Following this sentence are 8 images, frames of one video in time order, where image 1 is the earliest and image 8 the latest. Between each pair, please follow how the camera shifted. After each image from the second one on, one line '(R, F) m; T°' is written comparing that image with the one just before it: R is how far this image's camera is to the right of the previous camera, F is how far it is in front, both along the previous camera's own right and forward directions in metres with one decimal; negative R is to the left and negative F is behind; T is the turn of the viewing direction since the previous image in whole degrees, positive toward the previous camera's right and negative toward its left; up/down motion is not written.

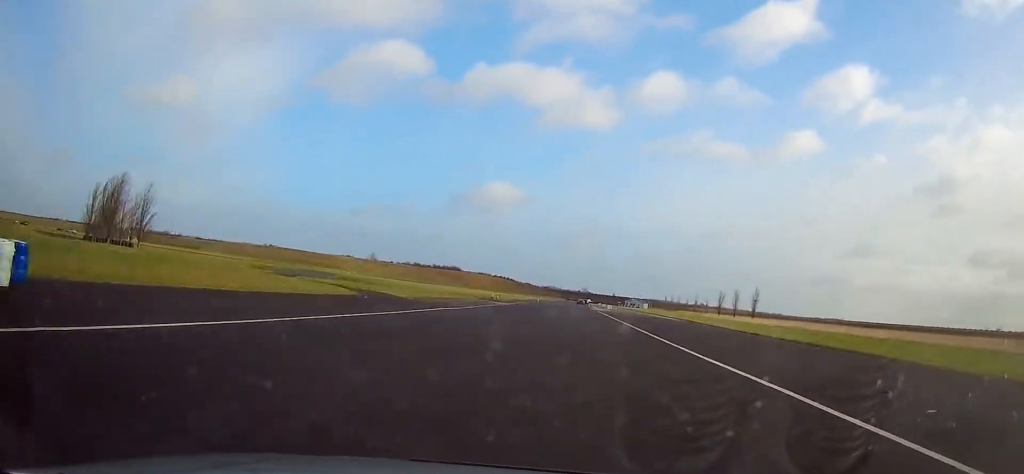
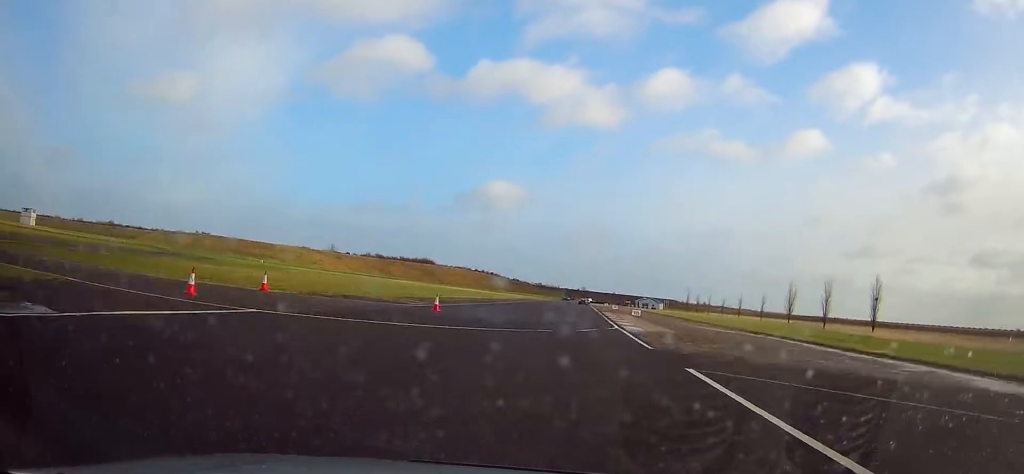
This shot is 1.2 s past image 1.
(-0.2, +65.8) m; 0°
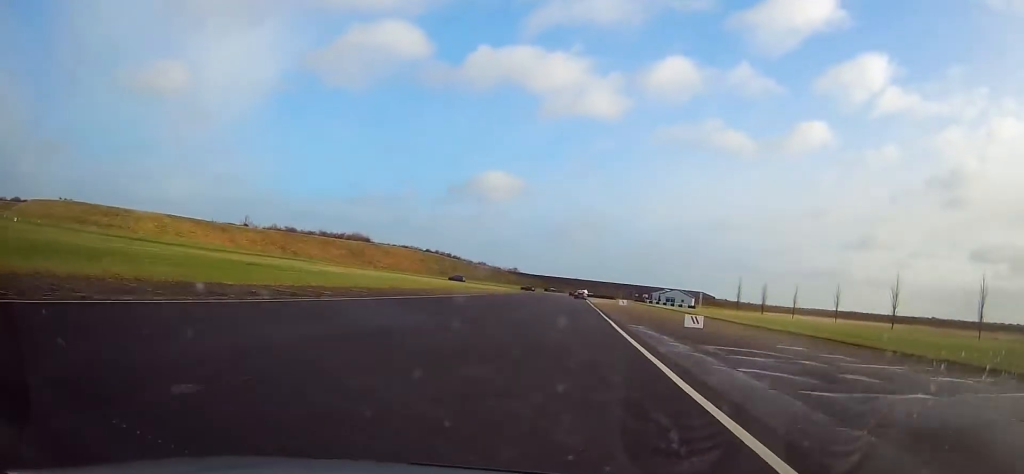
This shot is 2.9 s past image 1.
(0.0, +89.3) m; 0°
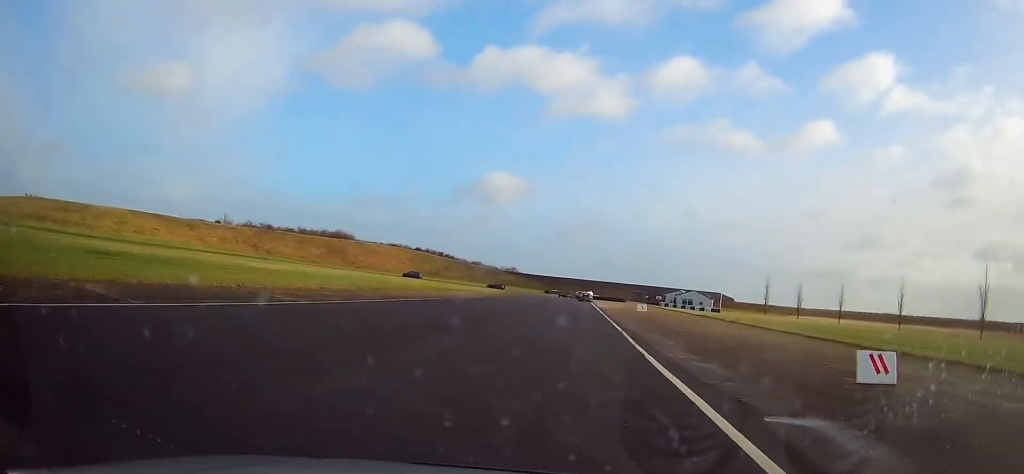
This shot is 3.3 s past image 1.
(+0.1, +19.9) m; 0°
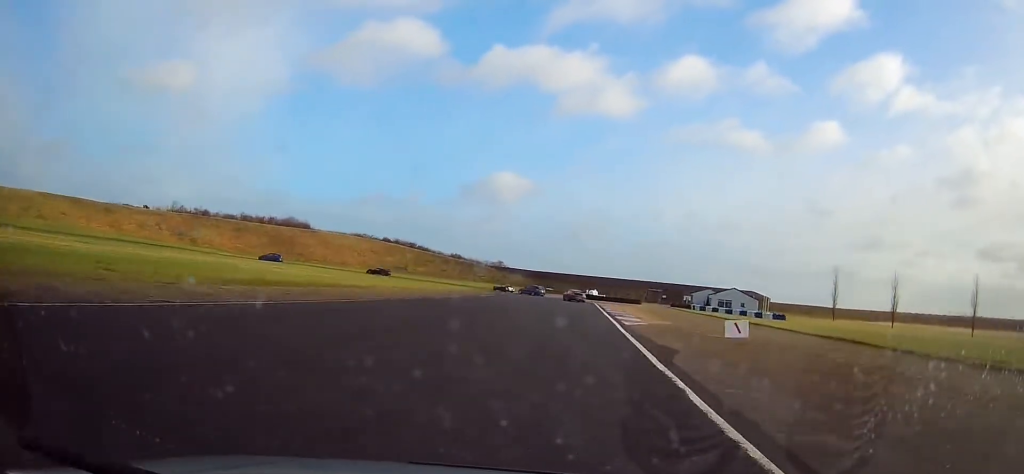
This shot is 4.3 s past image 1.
(-0.3, +37.3) m; -1°
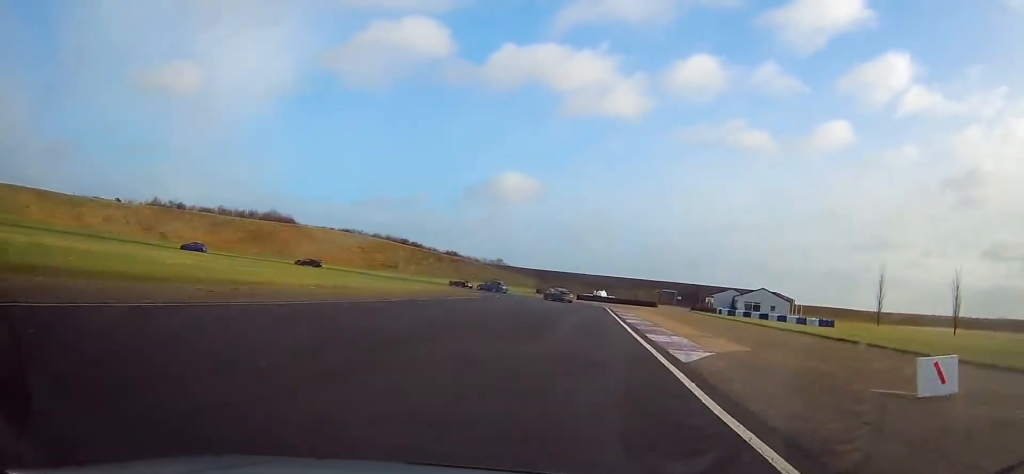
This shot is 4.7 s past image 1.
(-0.3, +15.1) m; 0°
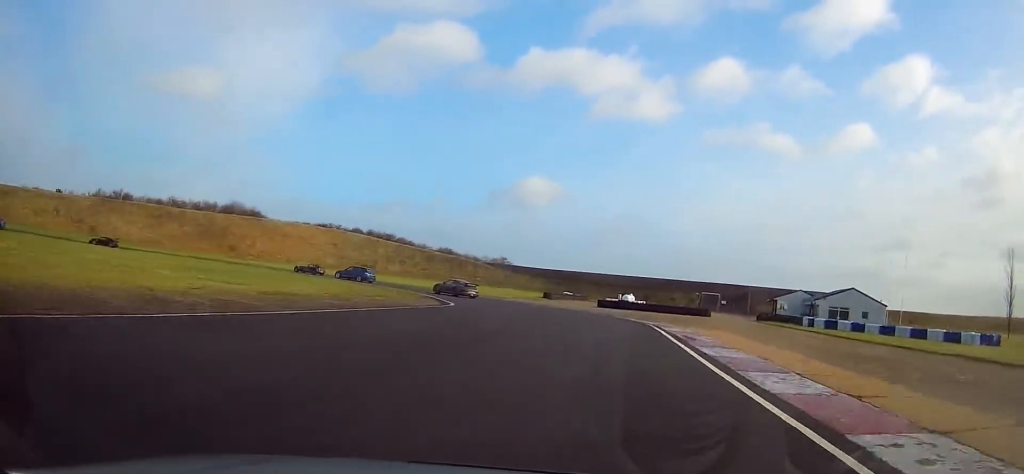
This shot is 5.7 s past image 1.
(+0.3, +27.8) m; -1°
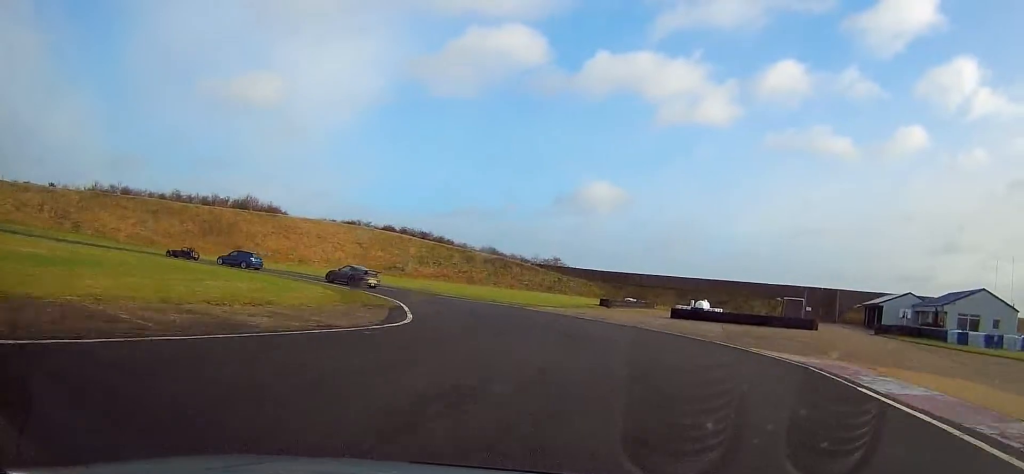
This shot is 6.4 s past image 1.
(-0.6, +17.3) m; -6°
